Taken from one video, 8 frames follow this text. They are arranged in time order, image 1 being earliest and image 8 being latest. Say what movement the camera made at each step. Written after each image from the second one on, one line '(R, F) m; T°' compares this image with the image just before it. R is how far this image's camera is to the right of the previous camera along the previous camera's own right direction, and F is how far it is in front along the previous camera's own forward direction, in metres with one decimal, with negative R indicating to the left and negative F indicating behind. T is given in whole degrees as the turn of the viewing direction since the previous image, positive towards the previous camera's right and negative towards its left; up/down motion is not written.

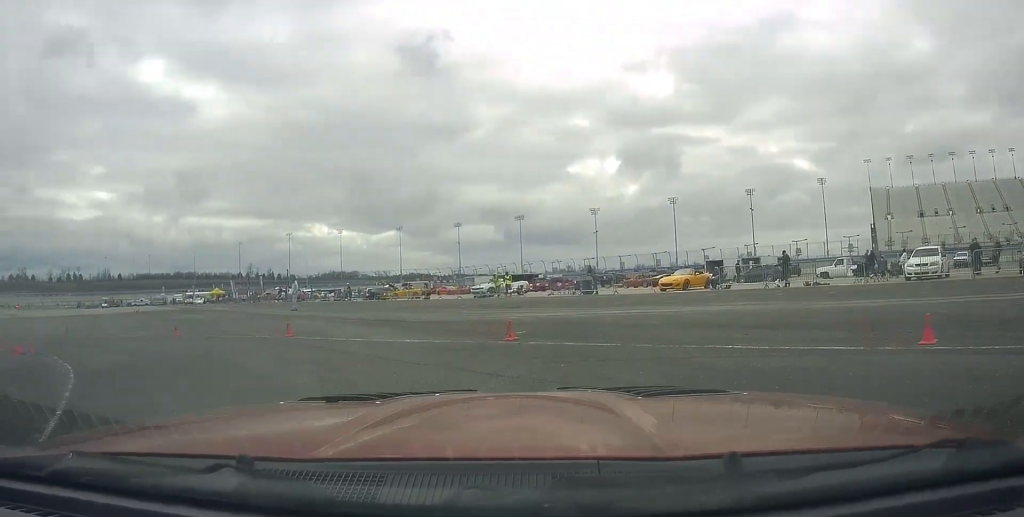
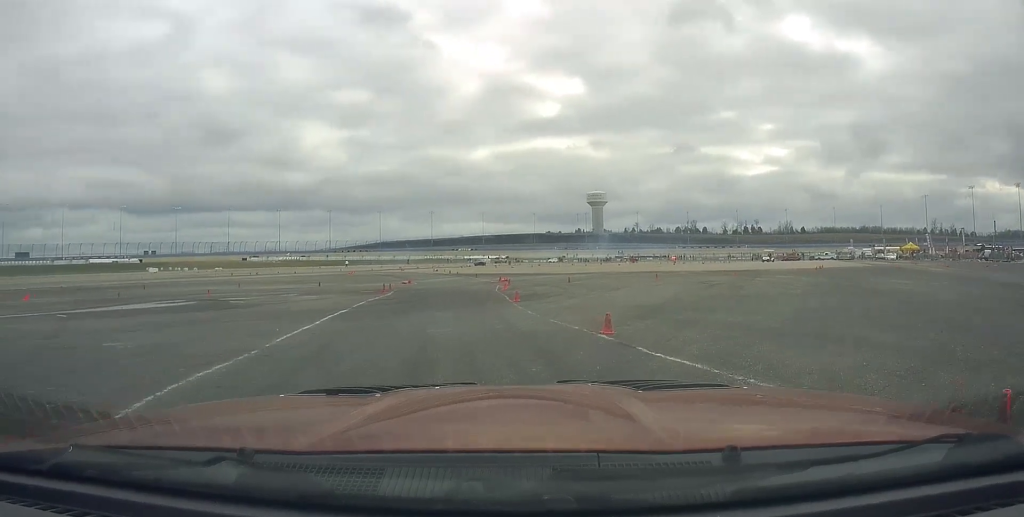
(-7.7, +8.8) m; -62°
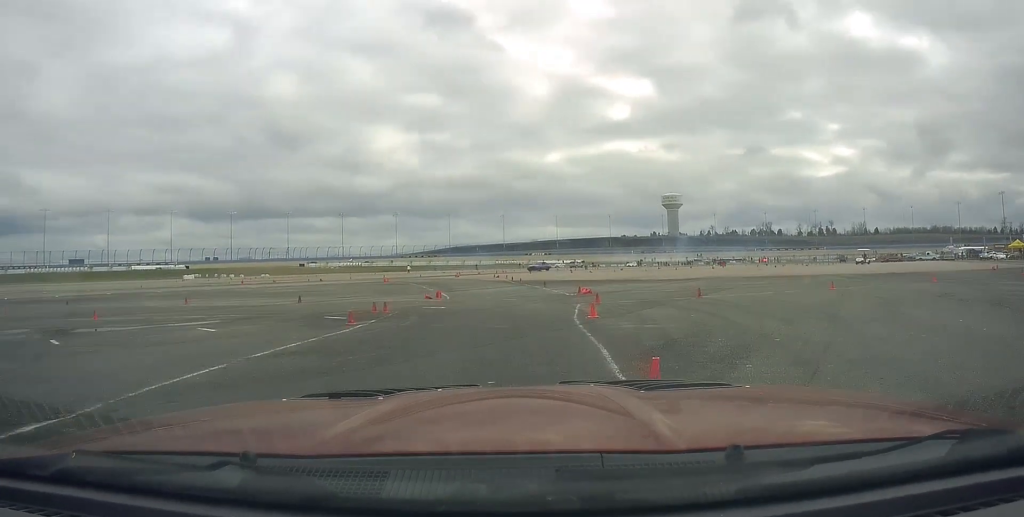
(-2.1, +10.9) m; -17°
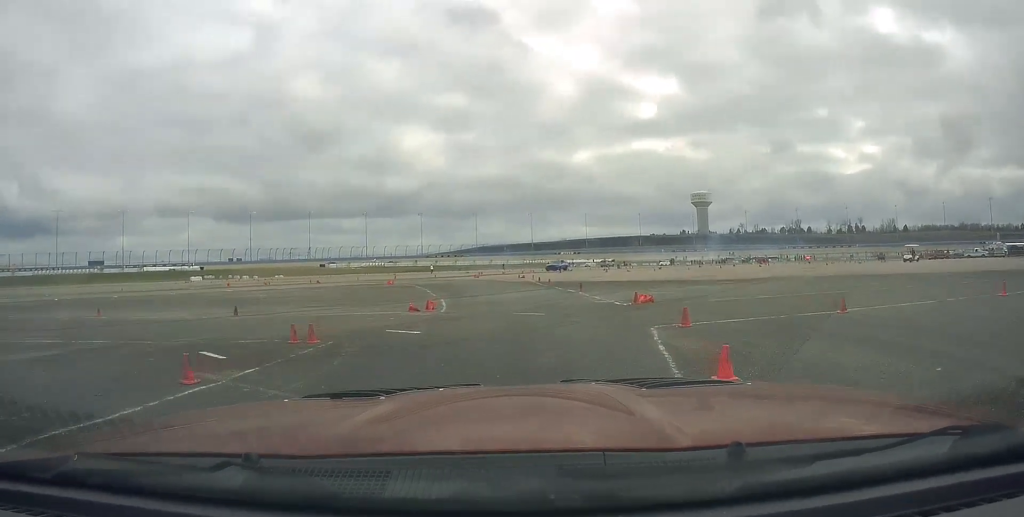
(-0.6, +6.7) m; -3°
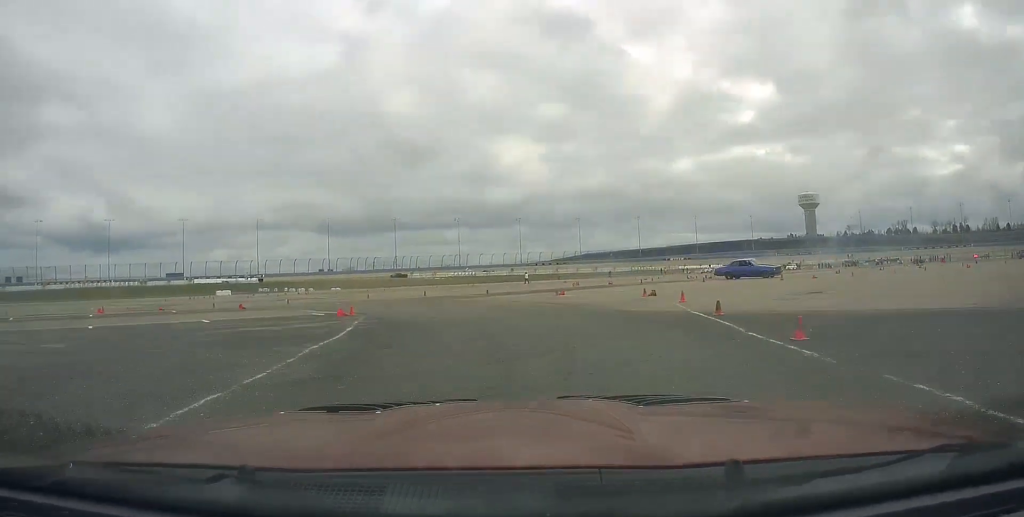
(-1.2, +22.5) m; -9°
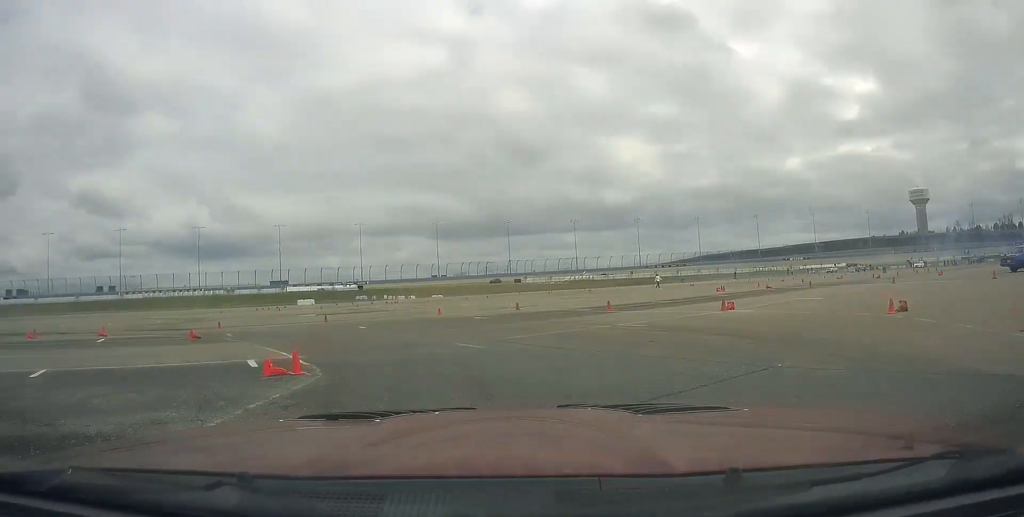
(-1.2, +10.4) m; -16°
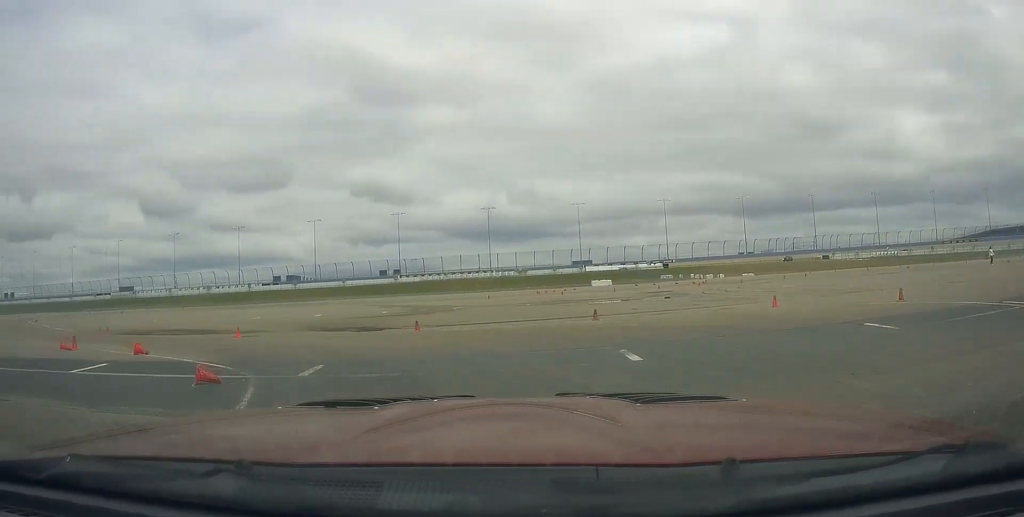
(-2.0, +9.1) m; -33°
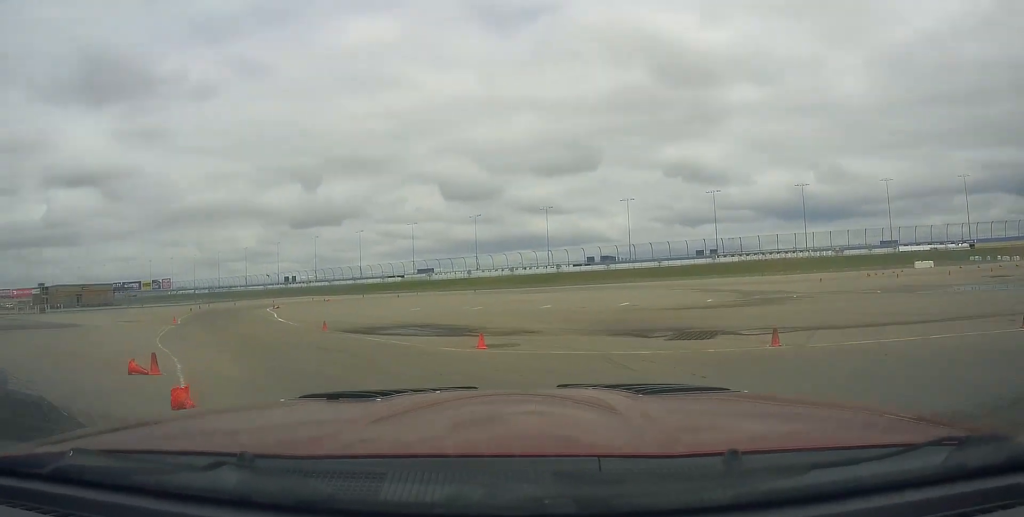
(-1.1, +6.0) m; -29°
